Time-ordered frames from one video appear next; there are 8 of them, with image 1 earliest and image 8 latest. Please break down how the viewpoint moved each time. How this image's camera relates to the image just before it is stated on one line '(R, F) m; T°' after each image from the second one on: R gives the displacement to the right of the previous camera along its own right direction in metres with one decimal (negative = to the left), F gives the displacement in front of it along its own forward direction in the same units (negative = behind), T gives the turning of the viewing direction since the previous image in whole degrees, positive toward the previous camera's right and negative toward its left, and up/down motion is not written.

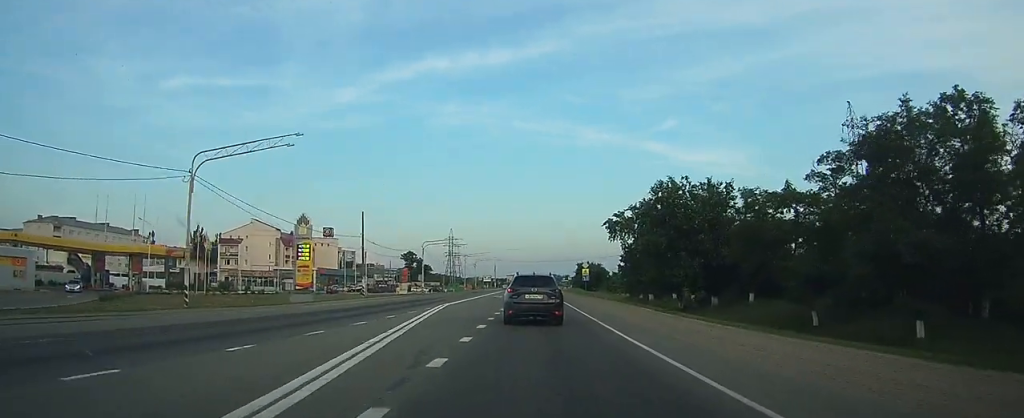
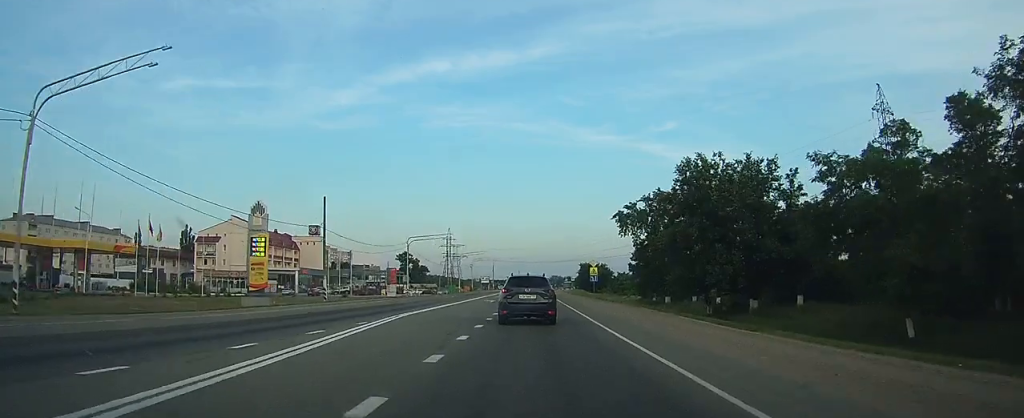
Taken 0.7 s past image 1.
(-0.1, +11.1) m; -1°
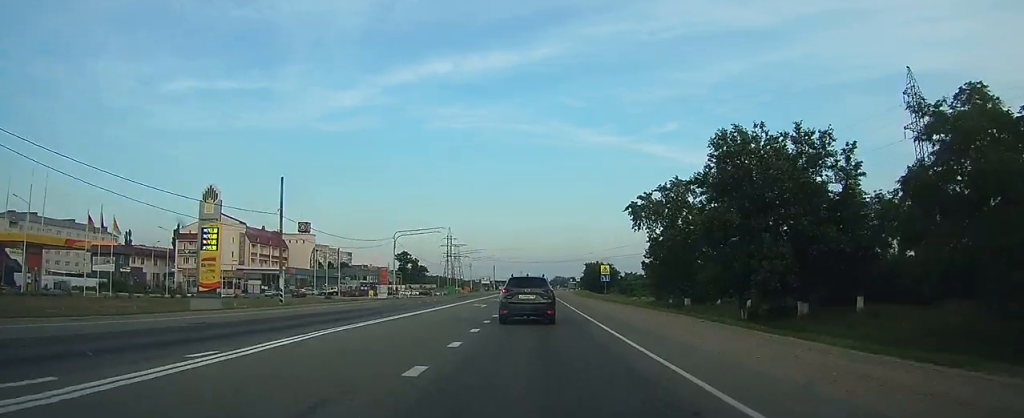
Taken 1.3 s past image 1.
(-0.1, +9.1) m; -1°
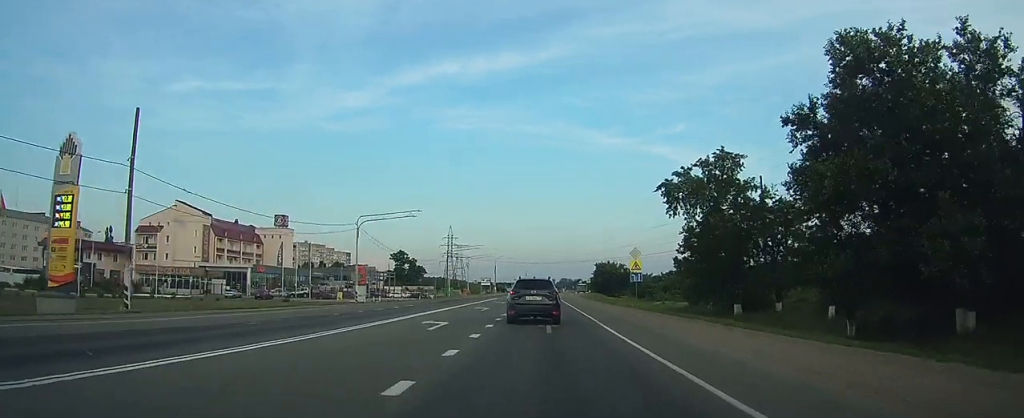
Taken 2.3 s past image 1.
(-0.1, +16.8) m; 0°
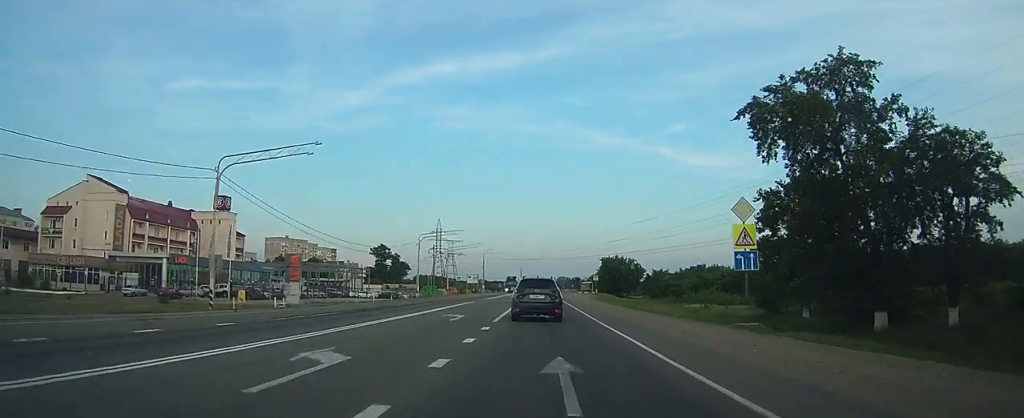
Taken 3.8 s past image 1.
(0.0, +25.0) m; +1°
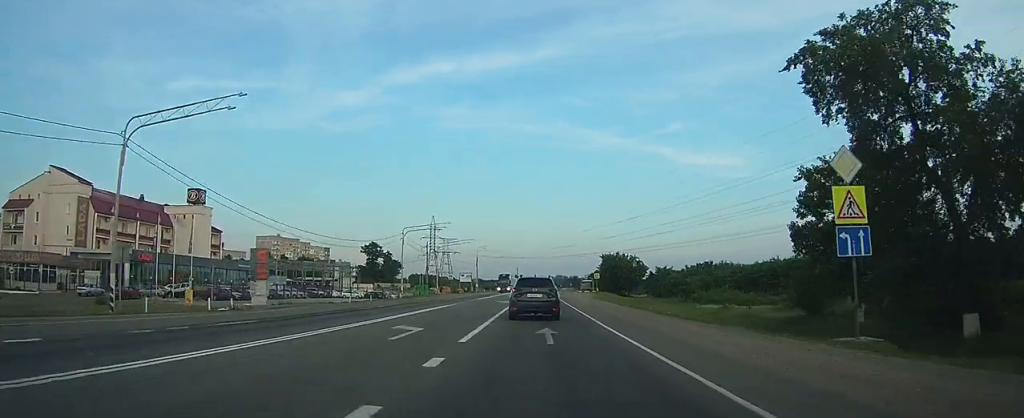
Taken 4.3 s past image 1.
(-0.1, +7.9) m; +1°
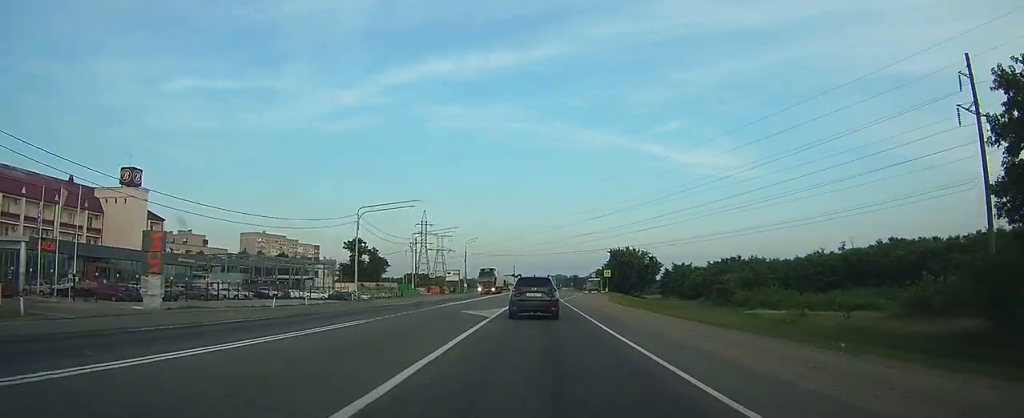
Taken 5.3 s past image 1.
(+0.4, +18.4) m; +1°
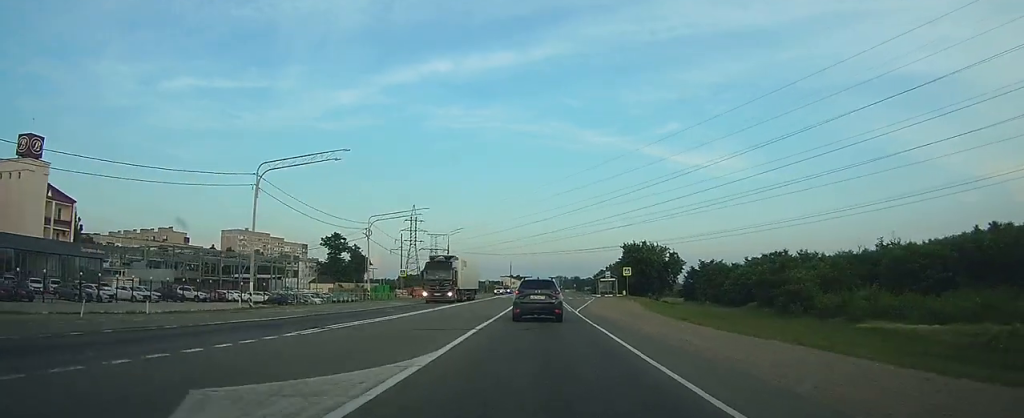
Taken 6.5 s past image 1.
(0.0, +21.2) m; -1°
